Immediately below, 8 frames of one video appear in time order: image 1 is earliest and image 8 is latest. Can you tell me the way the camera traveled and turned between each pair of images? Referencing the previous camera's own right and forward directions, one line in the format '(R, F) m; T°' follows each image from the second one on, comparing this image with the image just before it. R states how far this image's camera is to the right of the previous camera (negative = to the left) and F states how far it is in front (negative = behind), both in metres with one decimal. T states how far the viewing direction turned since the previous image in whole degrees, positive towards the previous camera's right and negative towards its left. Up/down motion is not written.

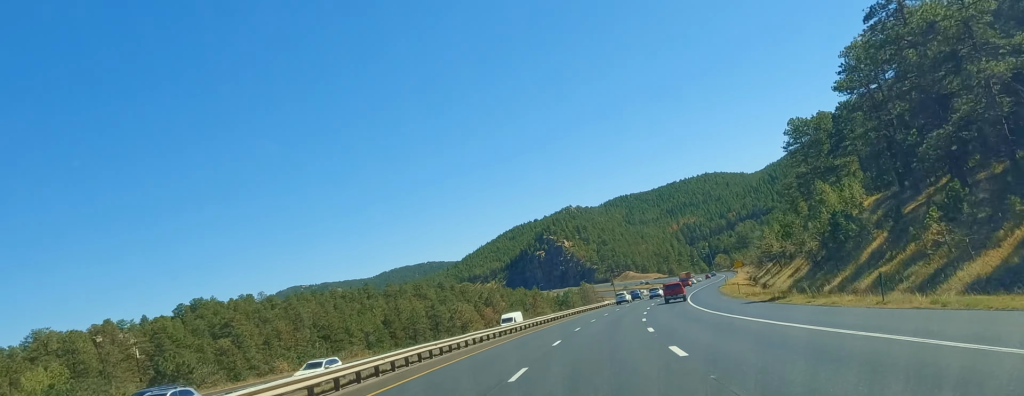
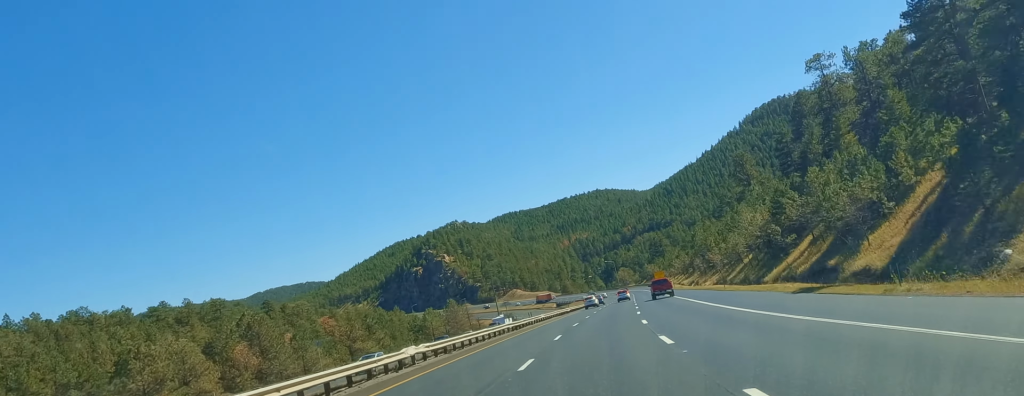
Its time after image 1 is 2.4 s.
(+5.9, +83.0) m; +7°
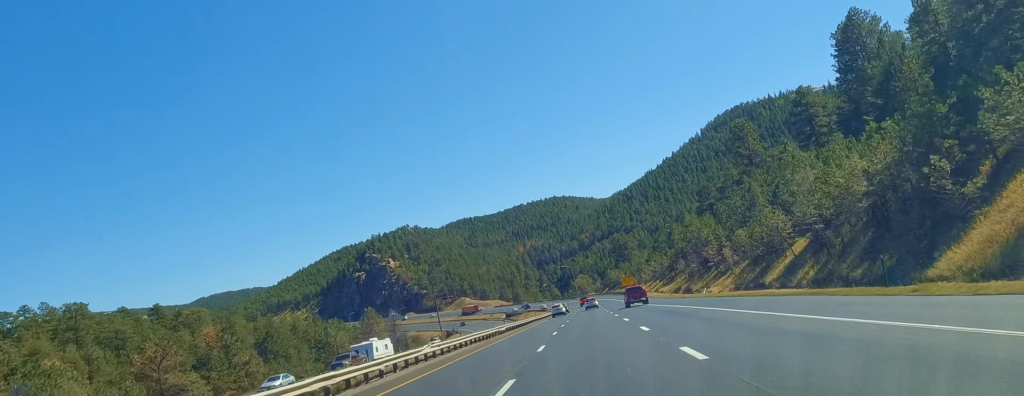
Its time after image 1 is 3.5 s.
(+1.0, +41.2) m; +2°
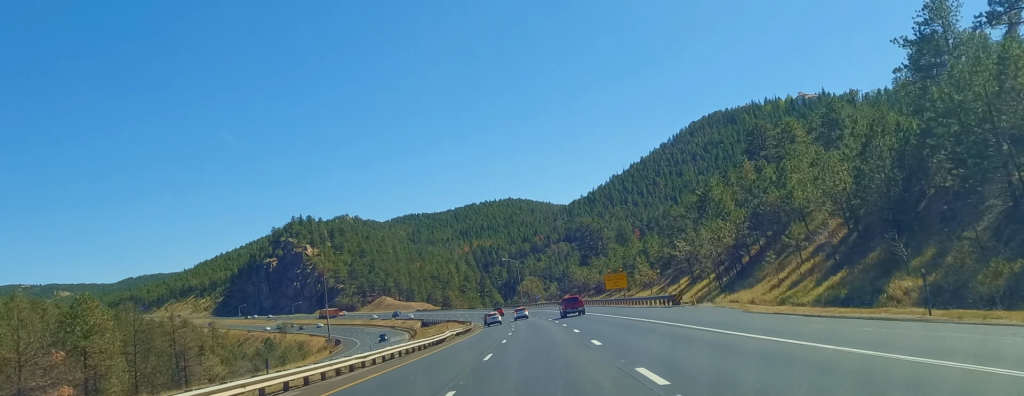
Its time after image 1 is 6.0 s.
(+1.5, +86.3) m; 0°
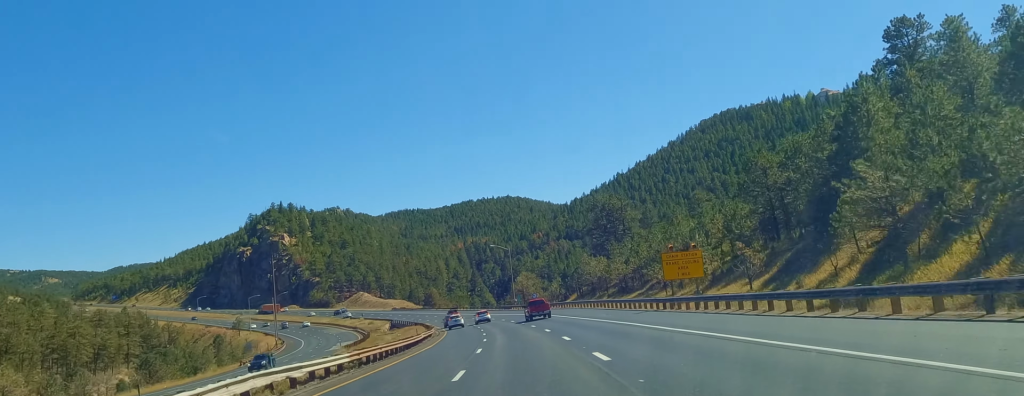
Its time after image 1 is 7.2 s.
(+0.8, +42.6) m; -2°
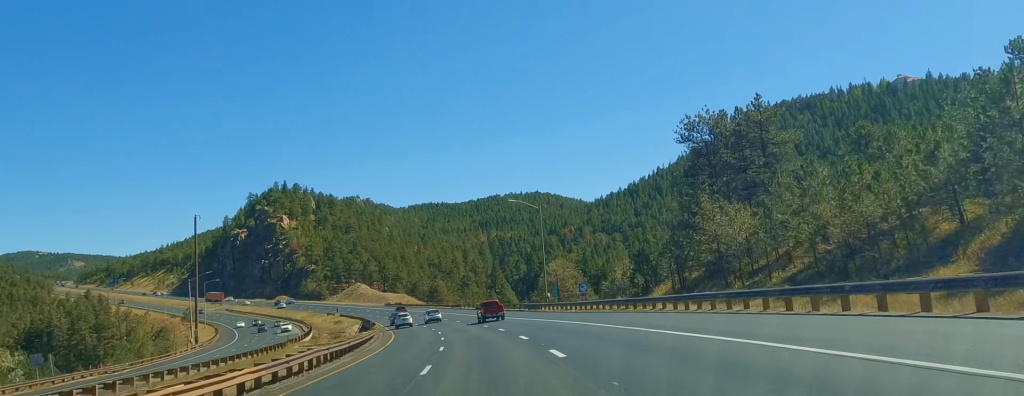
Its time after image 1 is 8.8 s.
(-3.5, +59.1) m; -5°
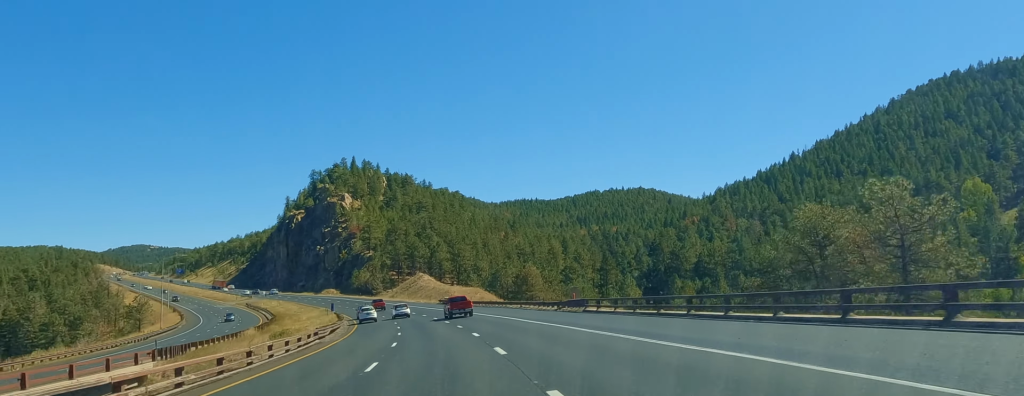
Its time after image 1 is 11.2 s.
(-5.0, +84.1) m; -9°
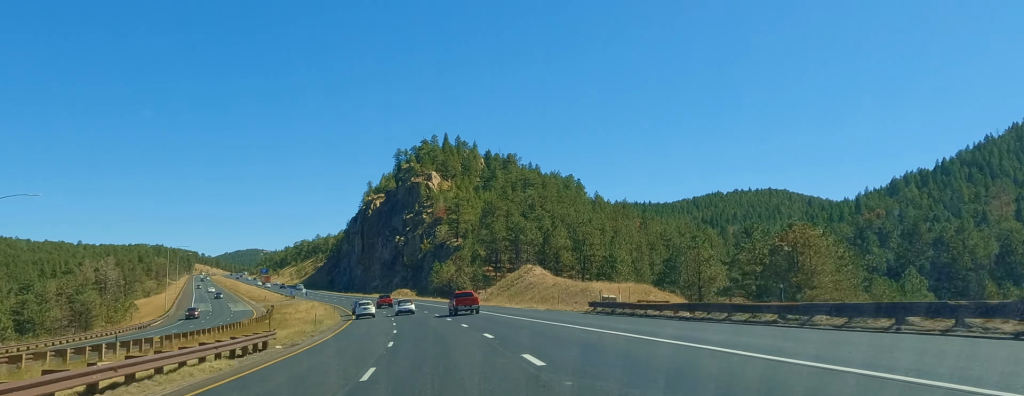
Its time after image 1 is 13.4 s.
(-7.6, +76.8) m; -9°
